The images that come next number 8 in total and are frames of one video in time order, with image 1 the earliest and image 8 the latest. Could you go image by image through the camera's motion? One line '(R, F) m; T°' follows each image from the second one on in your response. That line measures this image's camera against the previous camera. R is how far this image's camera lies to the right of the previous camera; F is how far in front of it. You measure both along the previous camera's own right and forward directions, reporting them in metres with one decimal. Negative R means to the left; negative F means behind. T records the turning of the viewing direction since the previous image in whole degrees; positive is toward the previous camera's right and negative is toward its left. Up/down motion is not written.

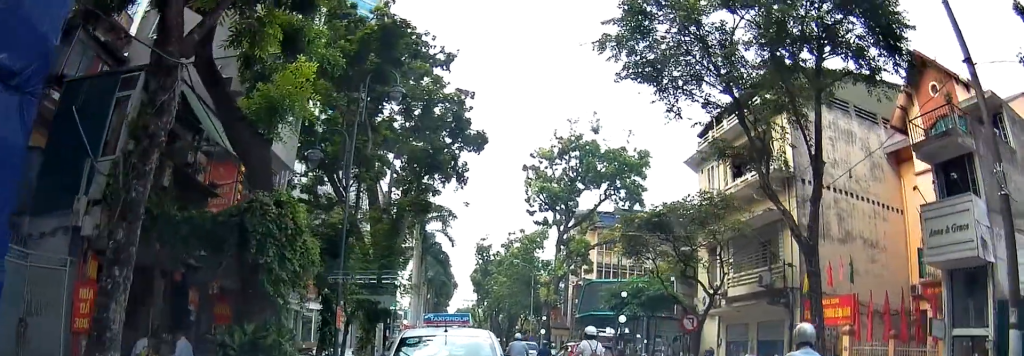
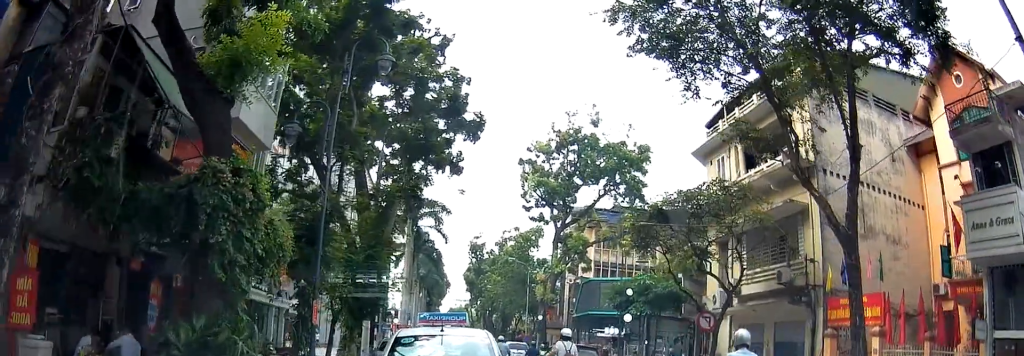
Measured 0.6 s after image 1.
(0.0, +2.1) m; 0°
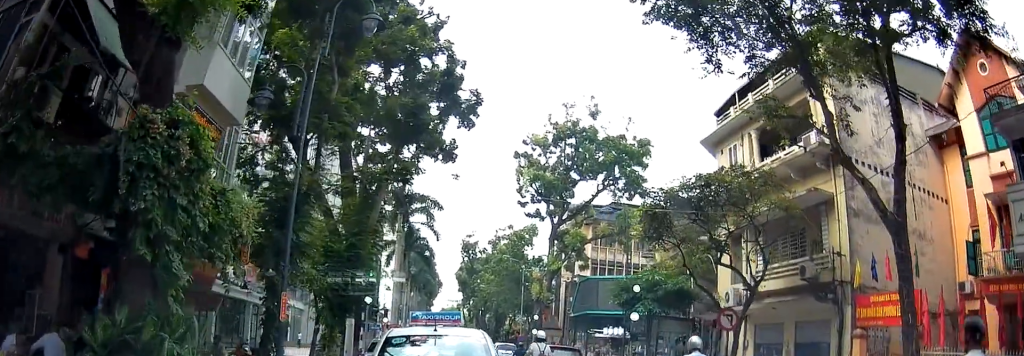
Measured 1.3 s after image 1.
(0.0, +2.3) m; 0°
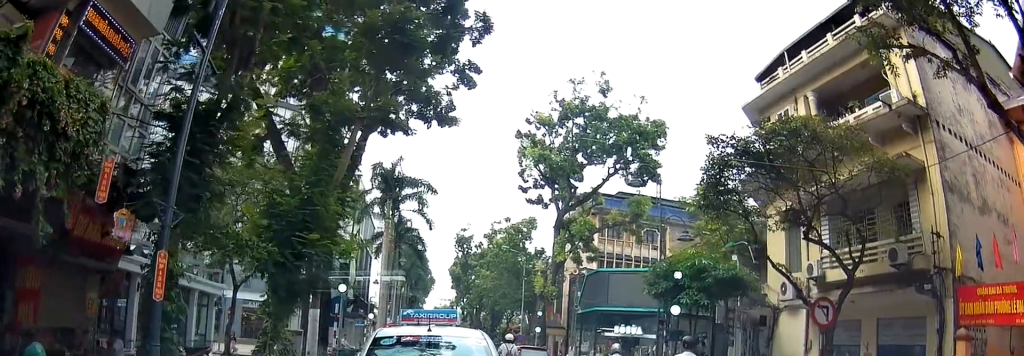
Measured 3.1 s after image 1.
(0.0, +6.9) m; 0°
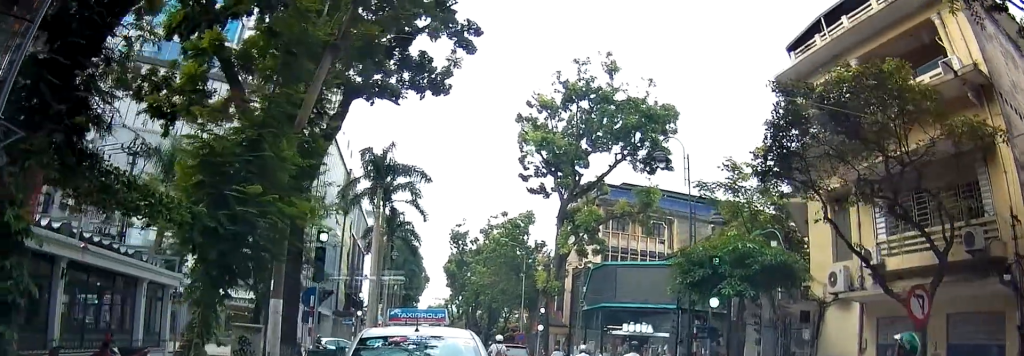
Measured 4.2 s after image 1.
(0.0, +4.8) m; -2°
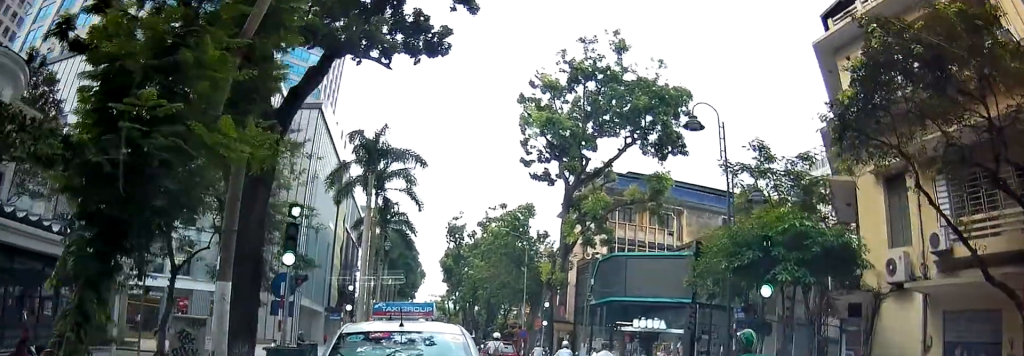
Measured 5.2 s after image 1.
(-0.1, +3.7) m; -1°
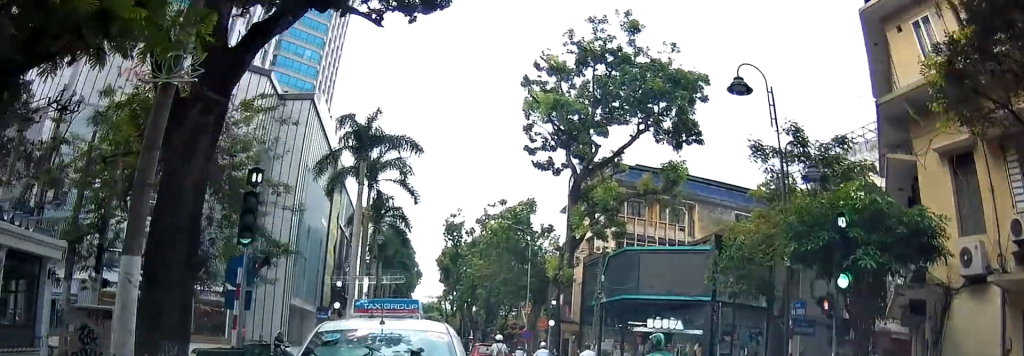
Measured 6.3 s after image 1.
(0.0, +3.9) m; 0°
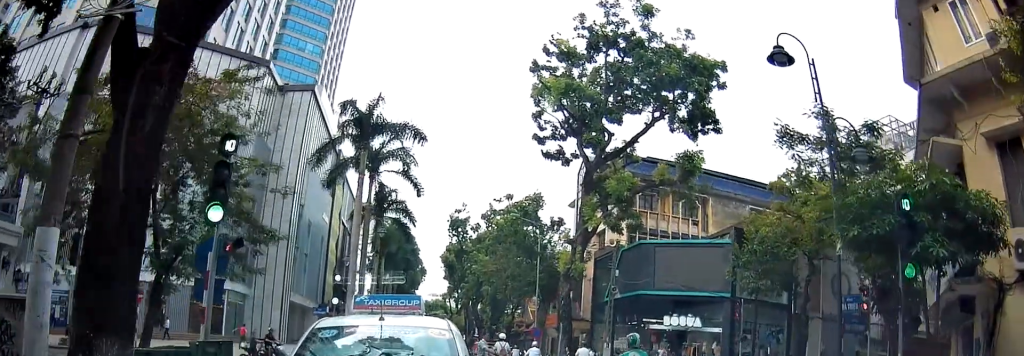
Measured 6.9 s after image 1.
(0.0, +2.4) m; +1°
